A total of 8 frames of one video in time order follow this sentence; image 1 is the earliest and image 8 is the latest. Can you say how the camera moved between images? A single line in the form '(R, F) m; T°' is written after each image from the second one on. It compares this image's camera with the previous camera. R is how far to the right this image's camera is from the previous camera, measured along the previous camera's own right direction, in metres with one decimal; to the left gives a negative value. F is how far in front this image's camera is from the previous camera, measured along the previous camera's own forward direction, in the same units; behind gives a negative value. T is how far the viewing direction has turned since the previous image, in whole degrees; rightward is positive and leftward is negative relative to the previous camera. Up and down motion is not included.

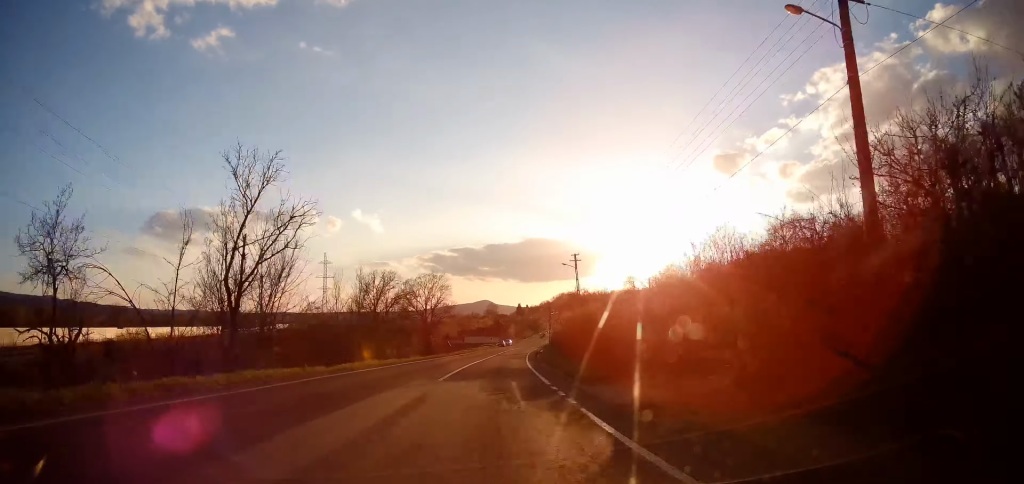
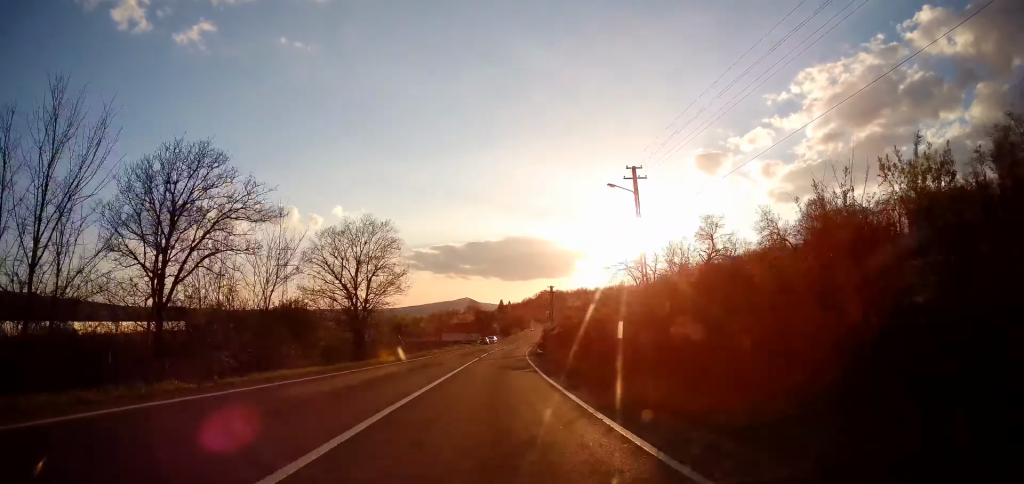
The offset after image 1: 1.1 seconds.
(+0.7, +25.3) m; +2°
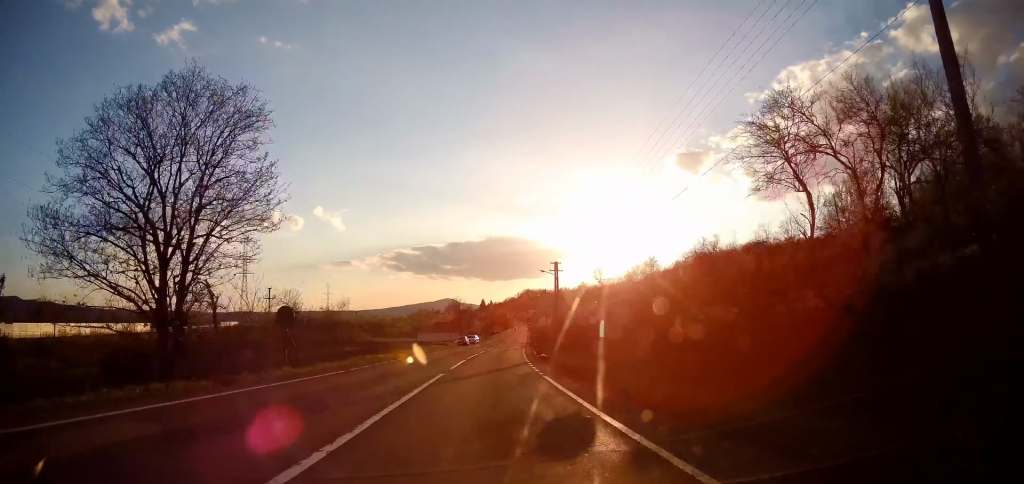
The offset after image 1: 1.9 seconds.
(+0.2, +19.8) m; +1°
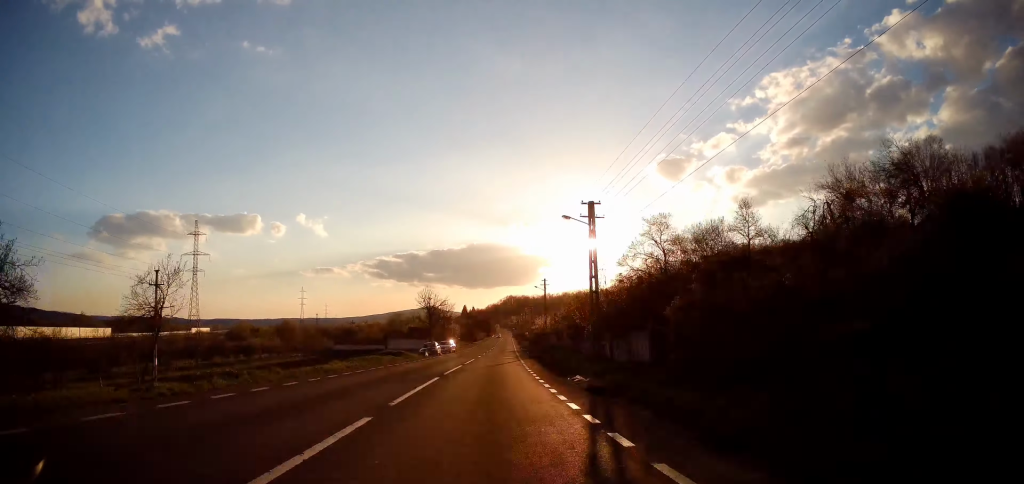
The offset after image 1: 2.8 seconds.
(+0.3, +22.1) m; +1°
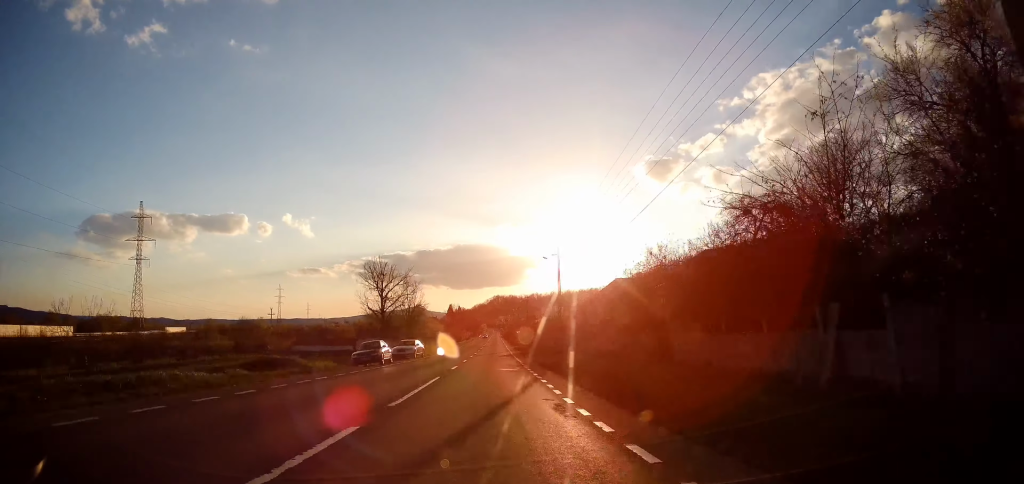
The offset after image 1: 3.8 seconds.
(0.0, +22.3) m; +1°
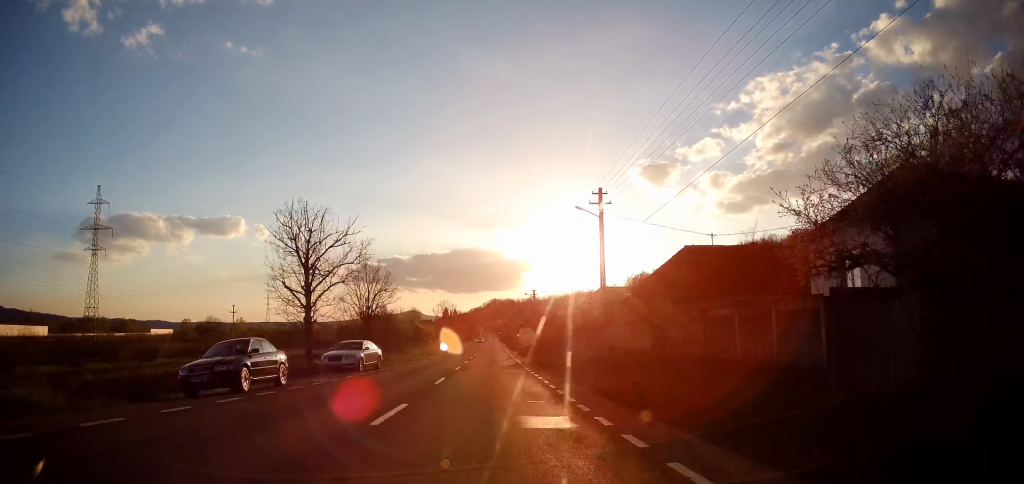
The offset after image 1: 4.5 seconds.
(+0.4, +17.1) m; +1°
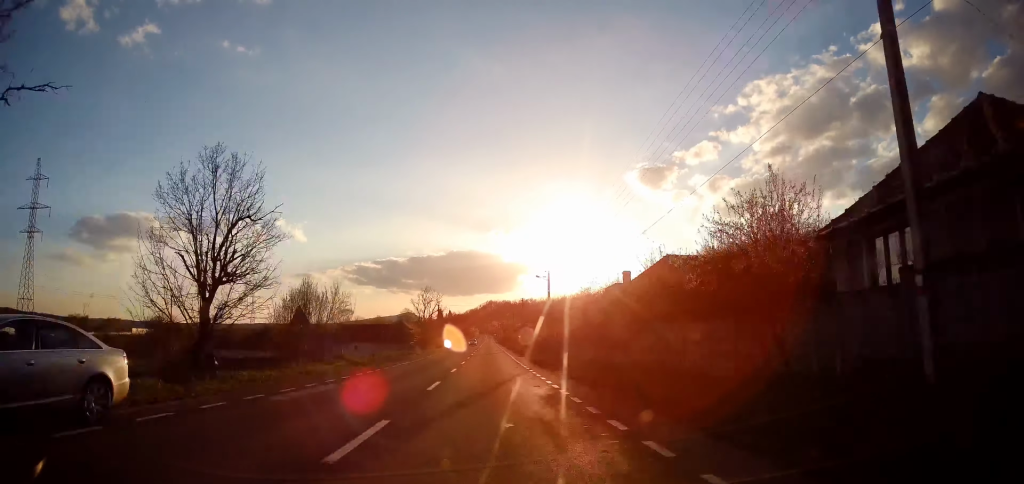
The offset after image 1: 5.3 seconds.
(+0.1, +21.3) m; +1°
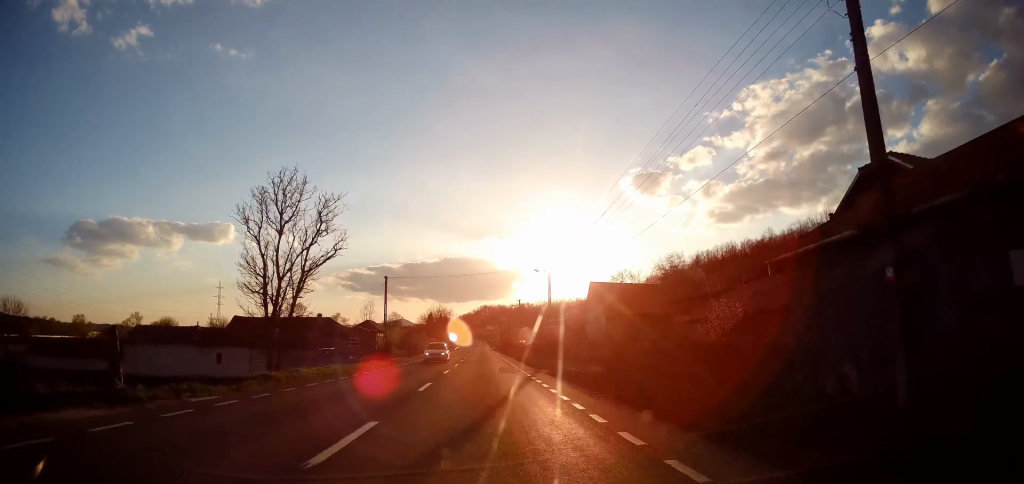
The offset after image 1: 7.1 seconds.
(+0.9, +44.8) m; +1°
